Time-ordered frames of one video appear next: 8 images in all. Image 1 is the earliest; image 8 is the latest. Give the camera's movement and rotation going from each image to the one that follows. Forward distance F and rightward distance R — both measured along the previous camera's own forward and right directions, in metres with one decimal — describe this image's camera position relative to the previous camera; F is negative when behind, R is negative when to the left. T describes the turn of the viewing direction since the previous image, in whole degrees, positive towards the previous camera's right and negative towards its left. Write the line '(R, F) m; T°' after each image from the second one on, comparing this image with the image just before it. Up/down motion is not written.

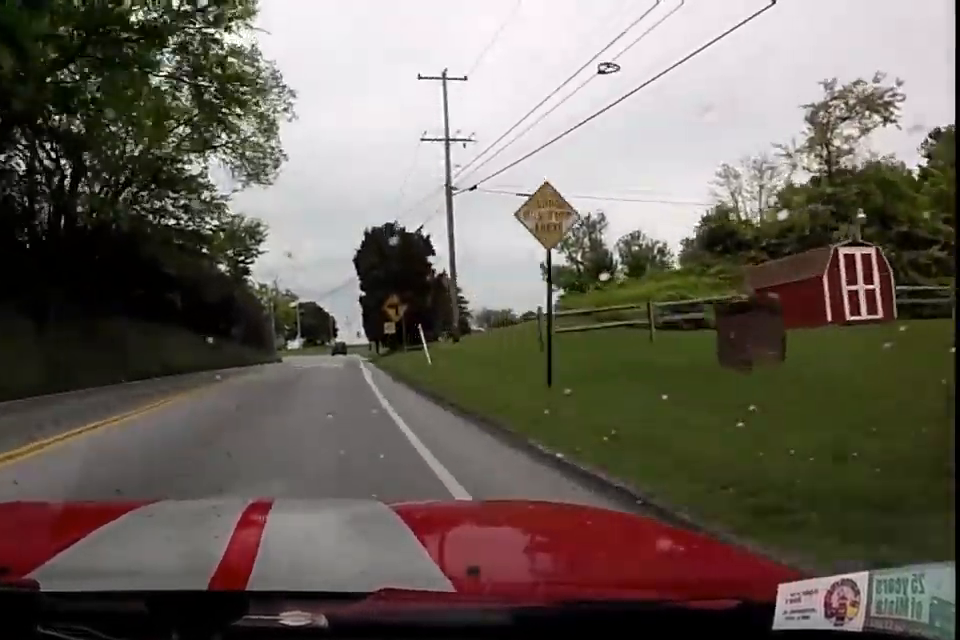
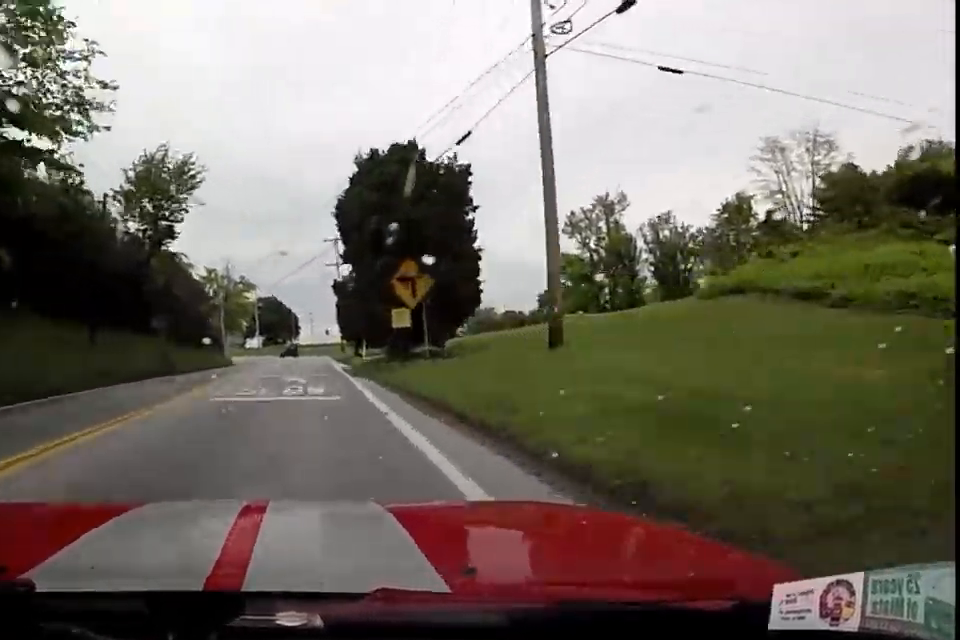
(0.0, +14.9) m; -1°
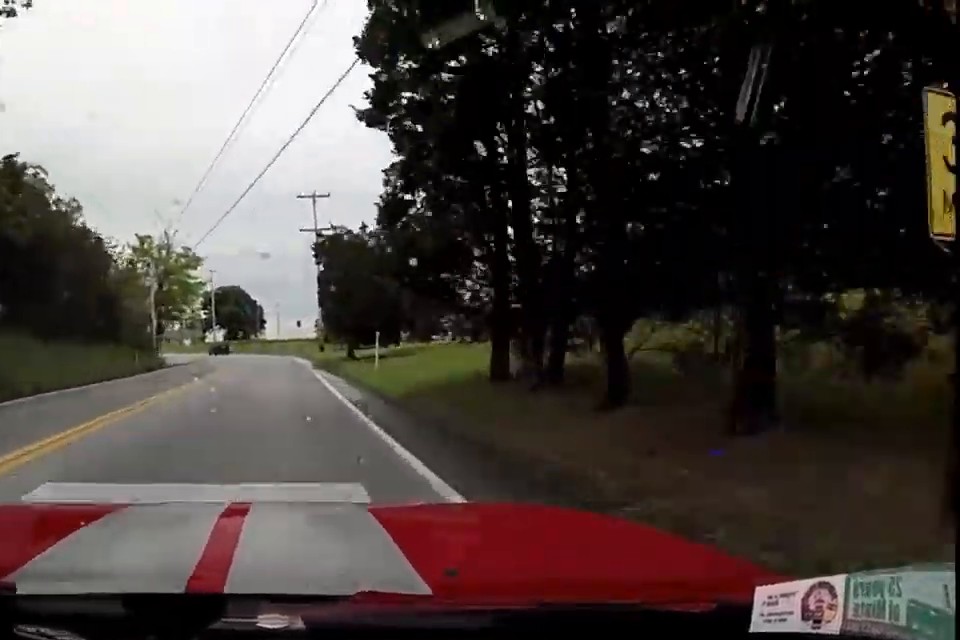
(-0.5, +17.8) m; -1°
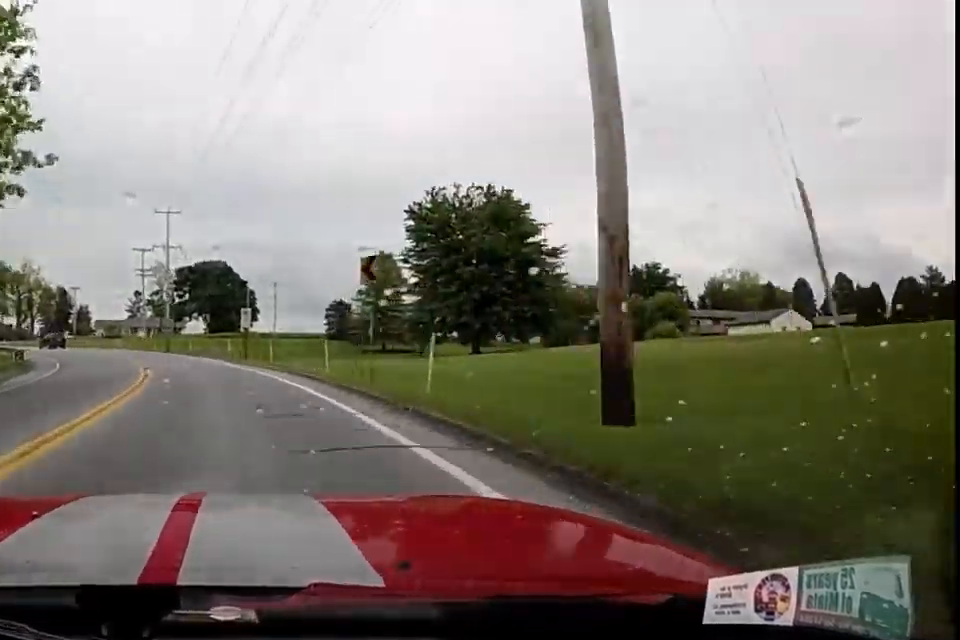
(-0.1, +38.8) m; -5°
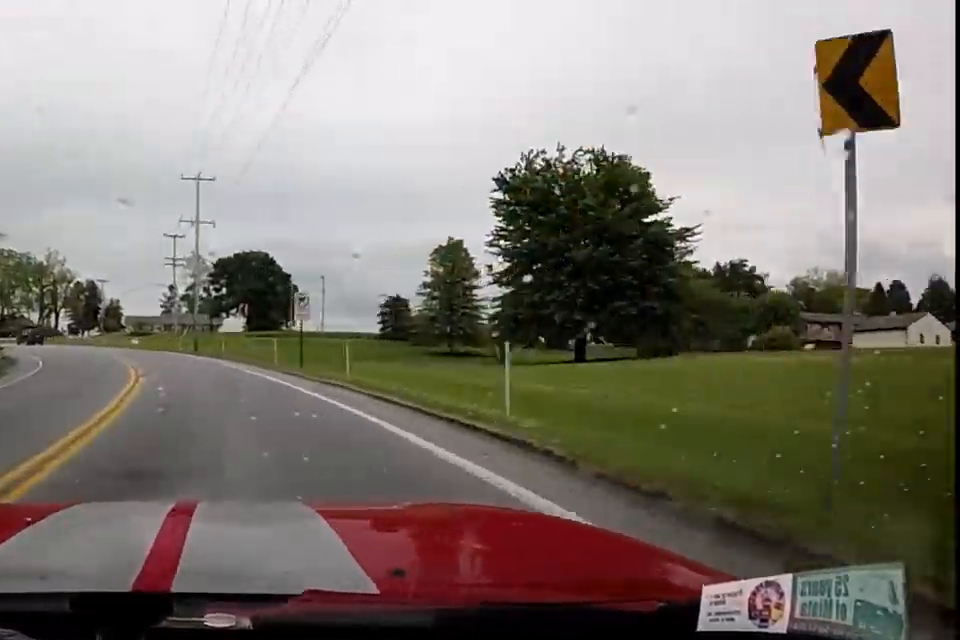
(-0.8, +11.1) m; -6°
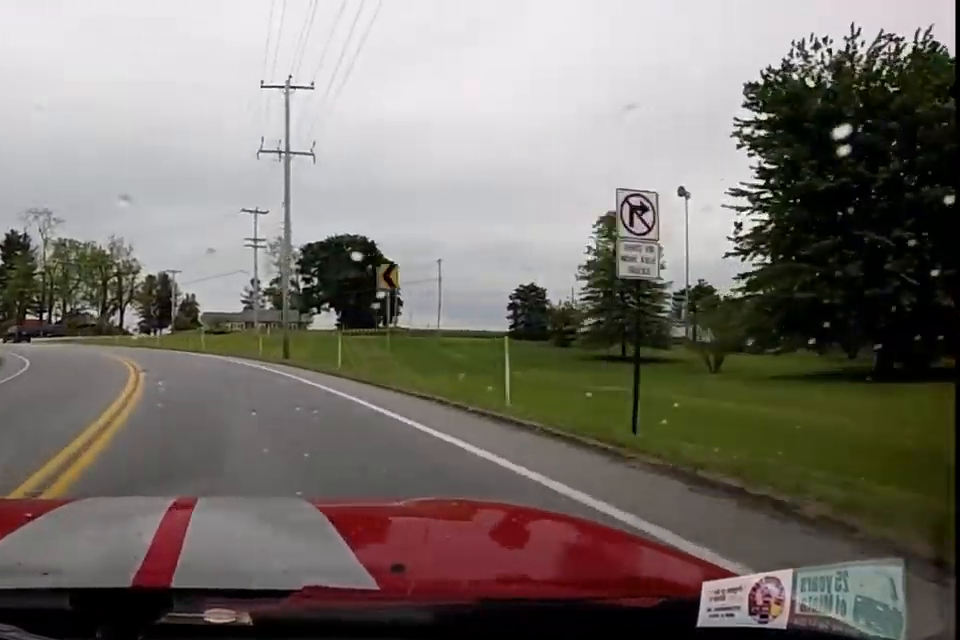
(-1.3, +16.6) m; -10°
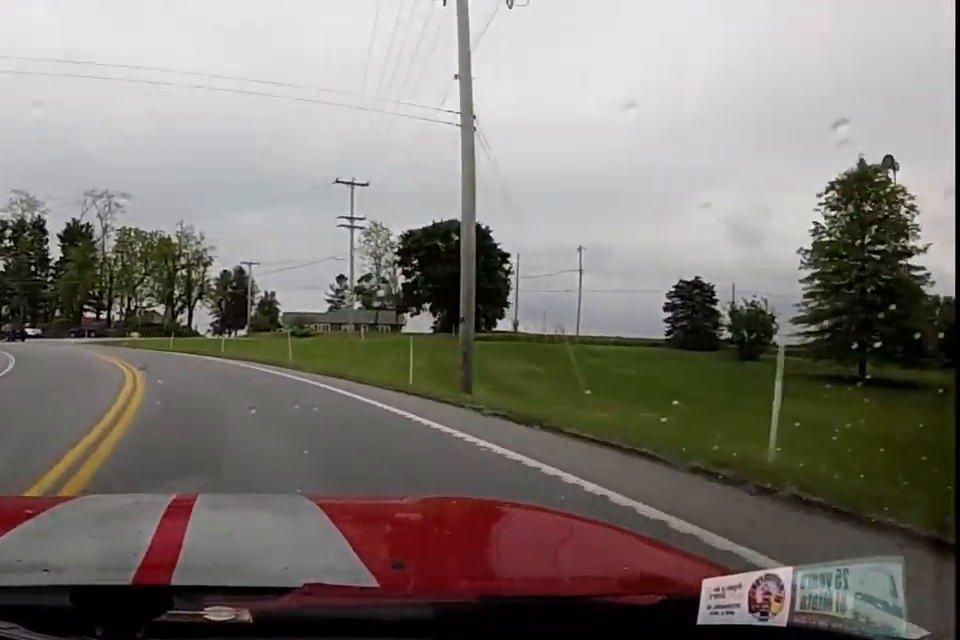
(-1.2, +13.8) m; -7°
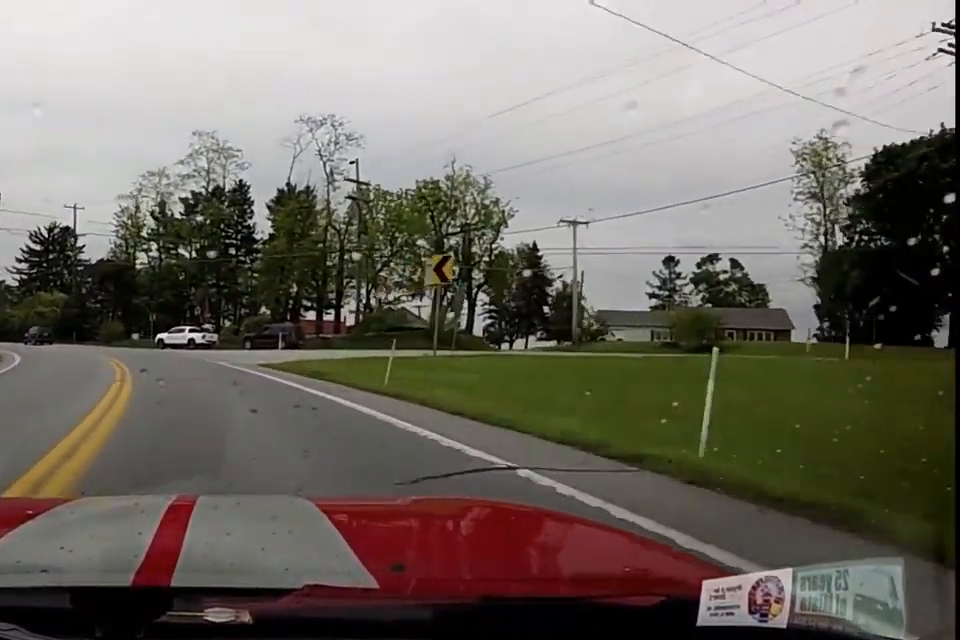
(-6.2, +32.9) m; -21°
